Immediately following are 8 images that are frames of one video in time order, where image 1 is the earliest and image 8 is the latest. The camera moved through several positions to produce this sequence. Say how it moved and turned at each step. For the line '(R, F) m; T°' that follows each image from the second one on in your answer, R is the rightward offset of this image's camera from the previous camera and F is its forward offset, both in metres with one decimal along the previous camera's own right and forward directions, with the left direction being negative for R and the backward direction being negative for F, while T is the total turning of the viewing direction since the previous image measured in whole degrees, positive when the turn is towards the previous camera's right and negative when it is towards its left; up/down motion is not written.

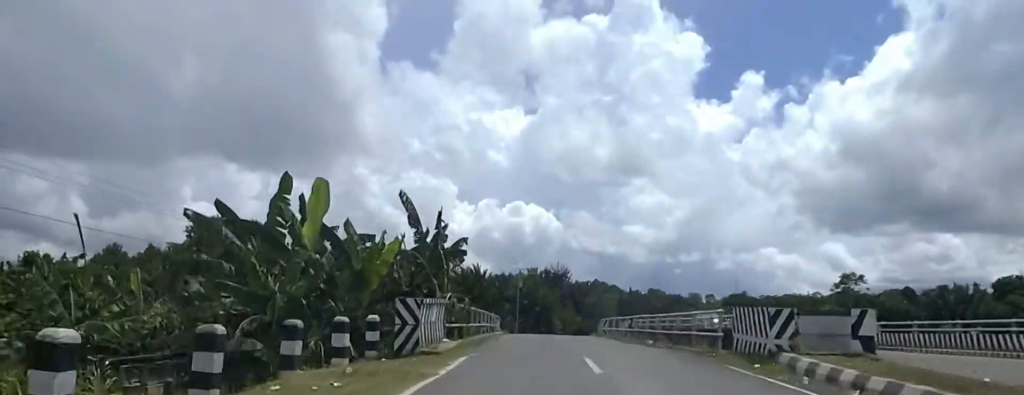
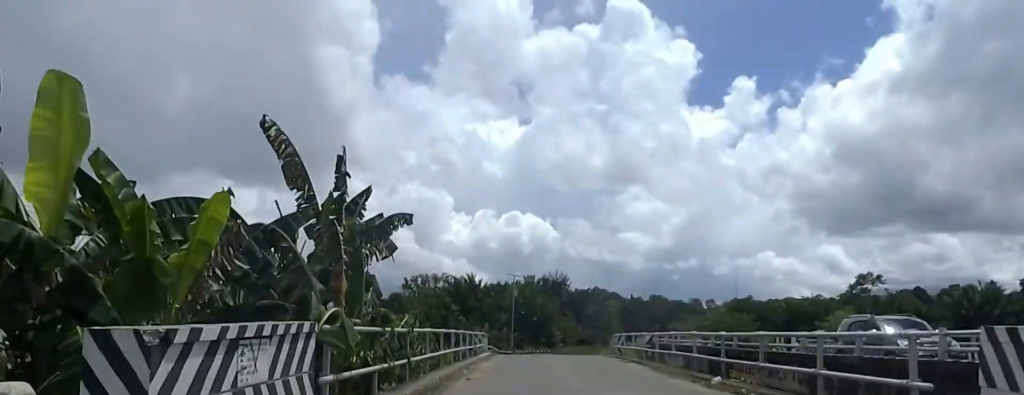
(-0.1, +8.6) m; +1°
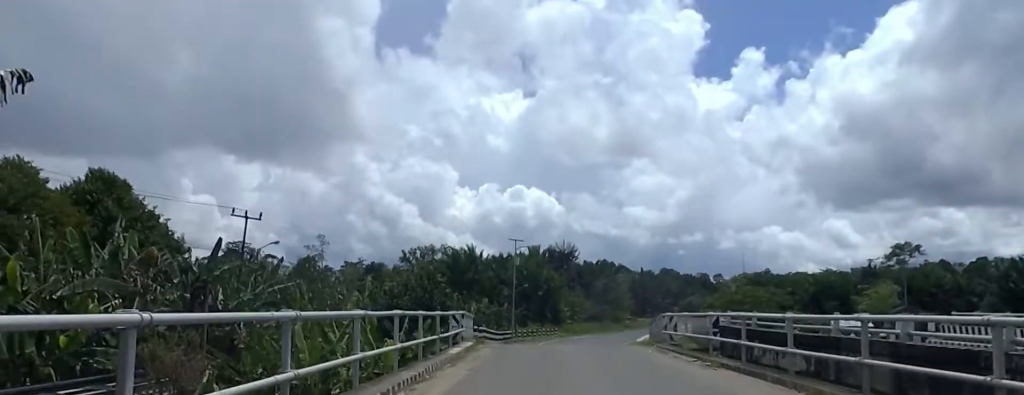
(+0.2, +11.3) m; -6°
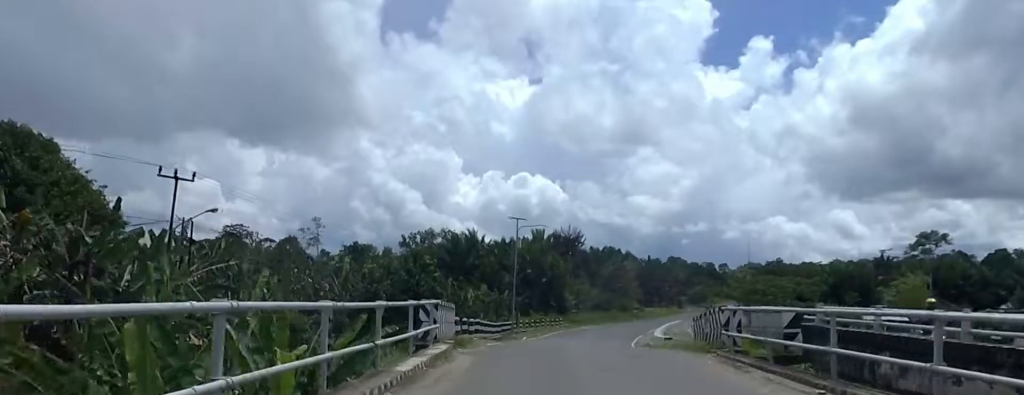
(-0.9, +6.4) m; 0°
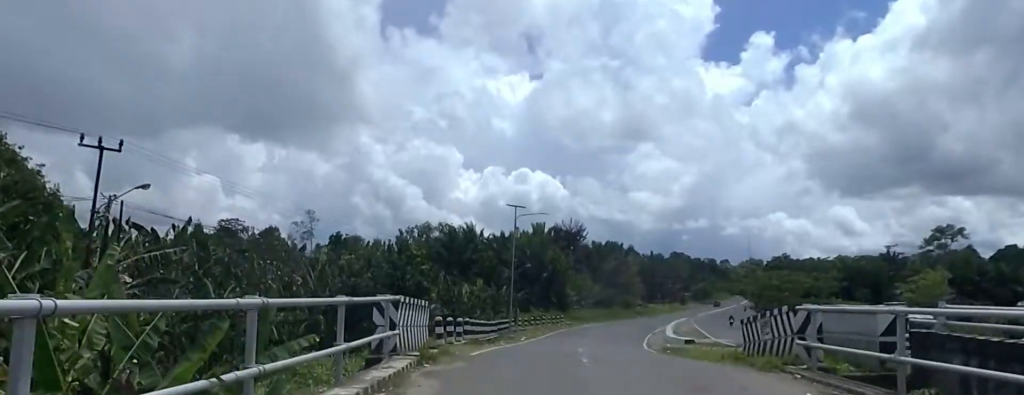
(-0.2, +4.4) m; +1°
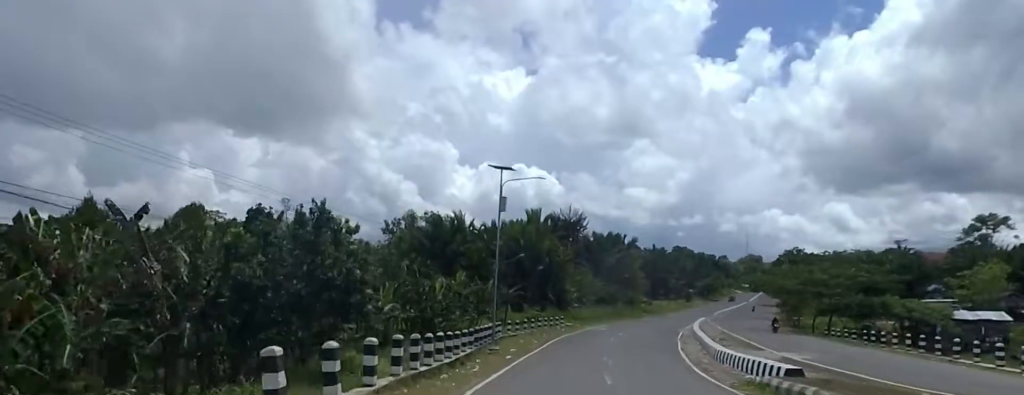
(+1.3, +12.8) m; +5°
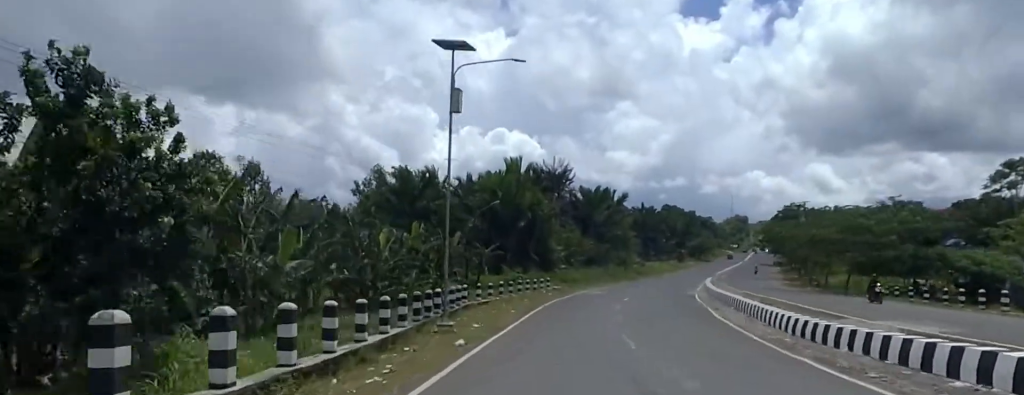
(0.0, +11.7) m; +1°
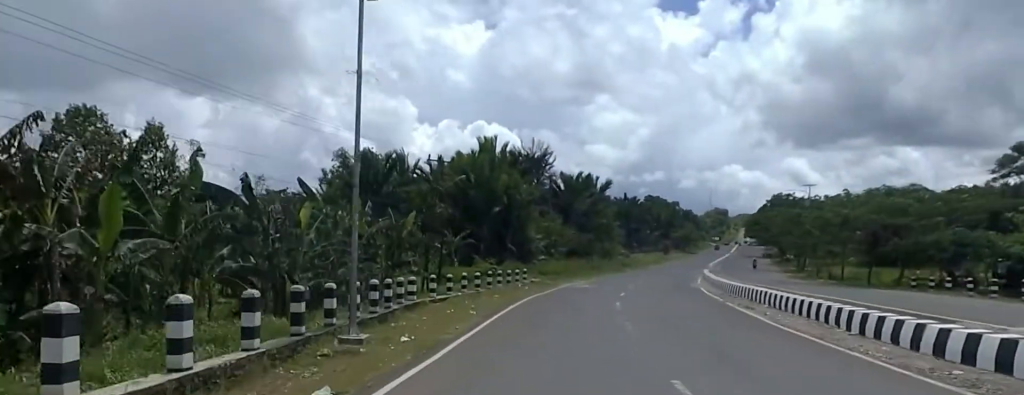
(+0.2, +7.8) m; +1°
